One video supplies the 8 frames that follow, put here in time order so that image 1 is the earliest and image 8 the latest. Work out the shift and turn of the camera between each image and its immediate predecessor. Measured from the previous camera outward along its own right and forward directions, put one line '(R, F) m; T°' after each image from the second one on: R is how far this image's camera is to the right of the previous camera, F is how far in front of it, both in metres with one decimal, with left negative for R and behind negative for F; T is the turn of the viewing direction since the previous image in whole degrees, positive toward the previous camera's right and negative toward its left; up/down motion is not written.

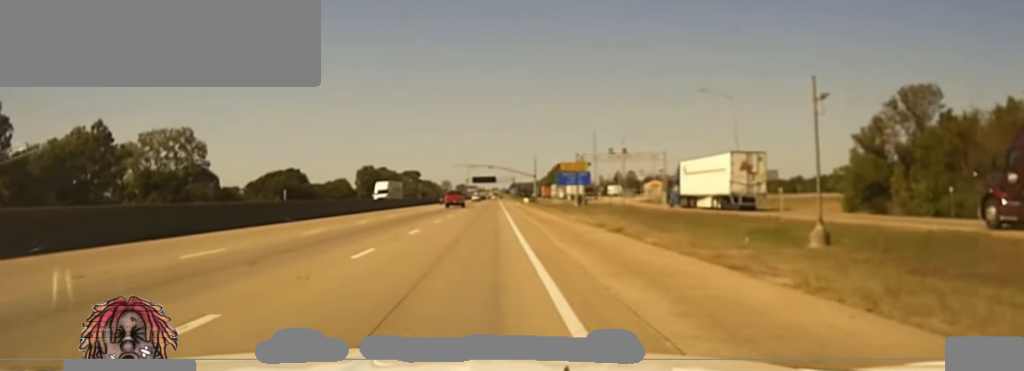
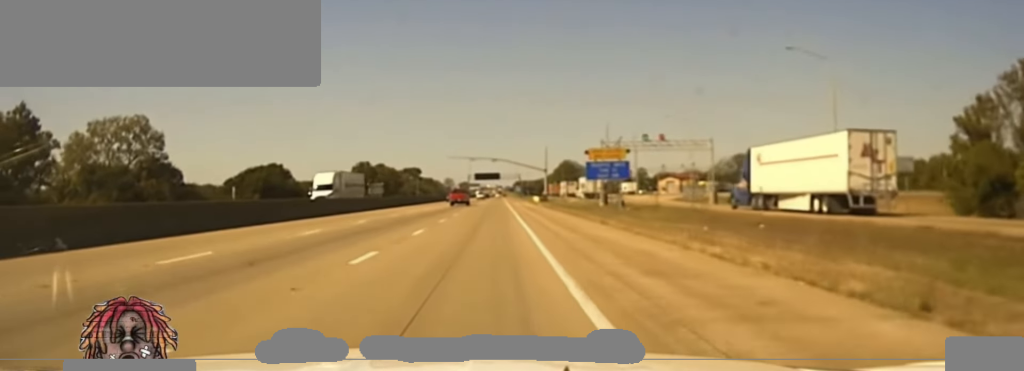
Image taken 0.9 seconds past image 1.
(0.0, +27.0) m; -1°
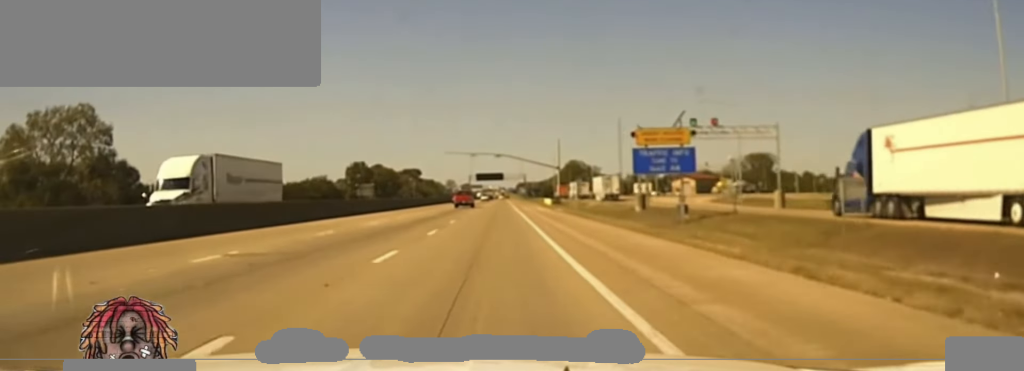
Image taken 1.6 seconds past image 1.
(-0.1, +23.7) m; 0°
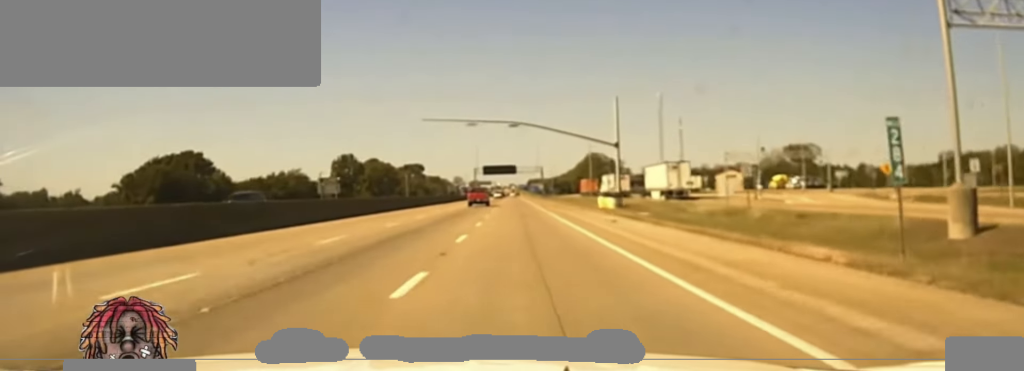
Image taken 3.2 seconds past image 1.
(+0.1, +54.7) m; 0°
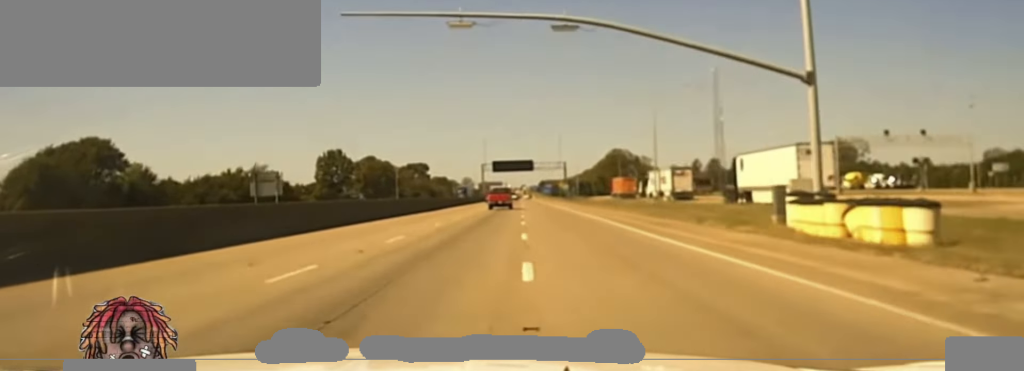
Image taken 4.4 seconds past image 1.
(-0.5, +46.0) m; -2°
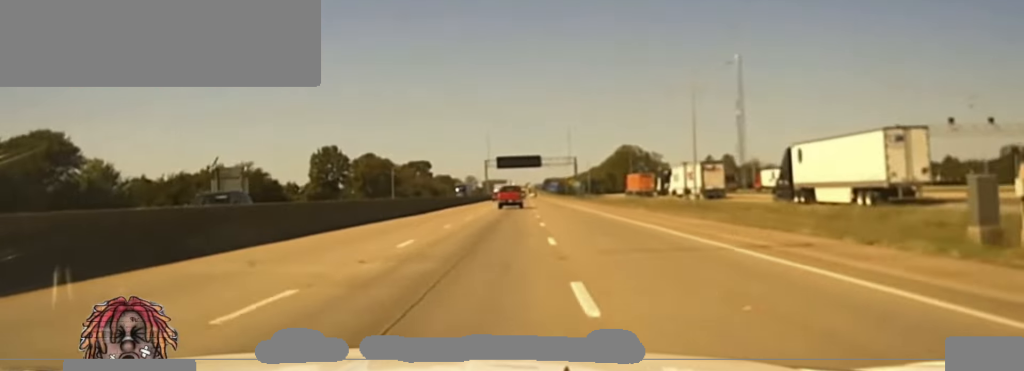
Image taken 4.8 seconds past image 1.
(-0.2, +16.5) m; 0°
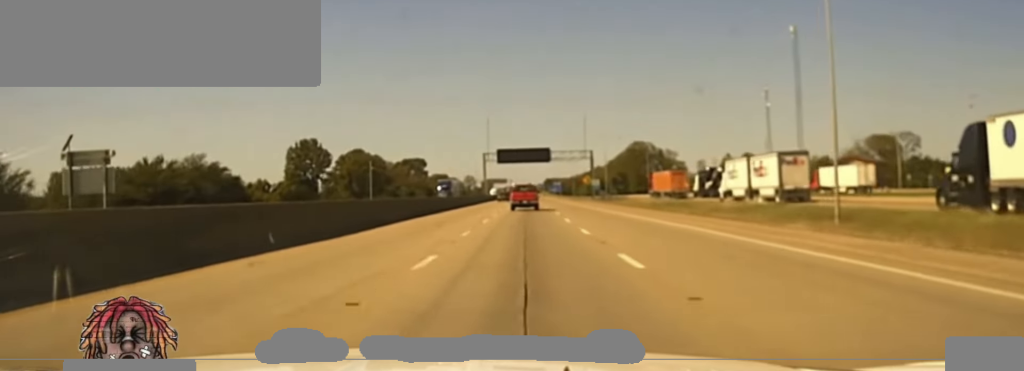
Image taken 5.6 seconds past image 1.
(-0.1, +30.0) m; 0°
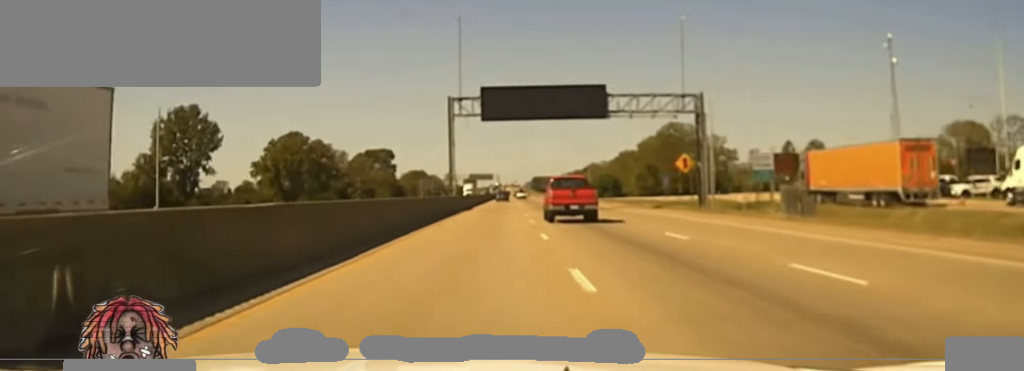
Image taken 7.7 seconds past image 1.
(+0.6, +88.1) m; +1°
